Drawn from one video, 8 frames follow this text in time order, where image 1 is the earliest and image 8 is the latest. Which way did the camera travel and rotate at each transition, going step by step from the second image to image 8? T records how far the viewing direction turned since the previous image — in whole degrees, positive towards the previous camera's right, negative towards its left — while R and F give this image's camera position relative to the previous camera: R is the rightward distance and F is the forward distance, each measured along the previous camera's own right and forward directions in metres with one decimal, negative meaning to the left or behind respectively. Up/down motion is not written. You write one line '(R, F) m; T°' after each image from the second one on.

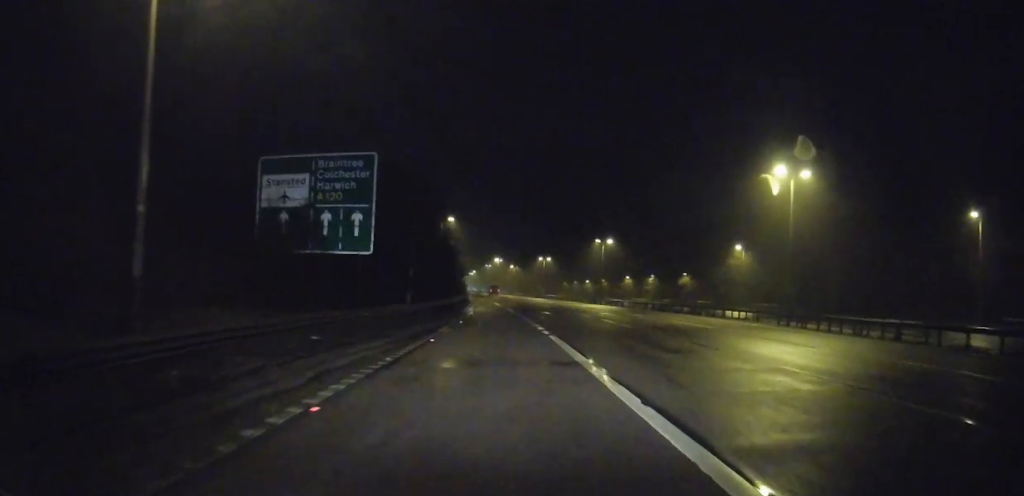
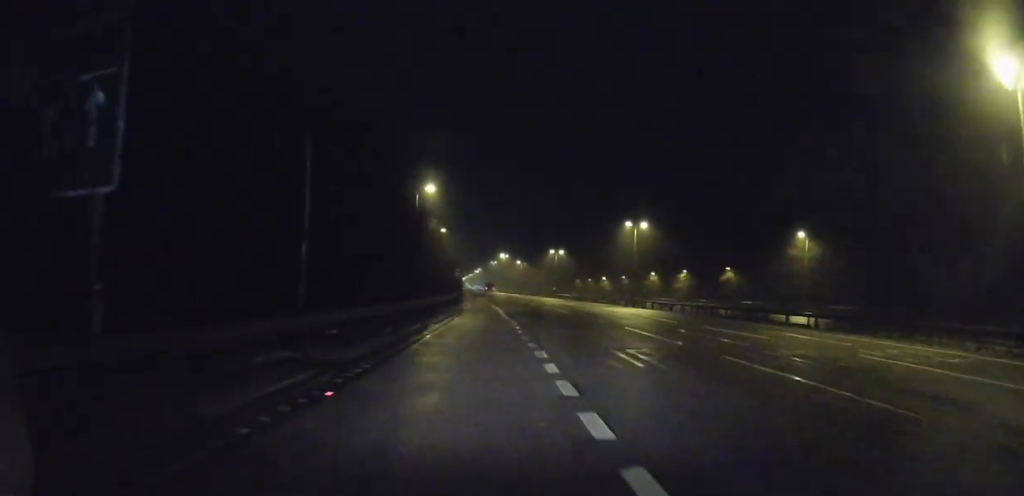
(-0.1, +16.3) m; -1°
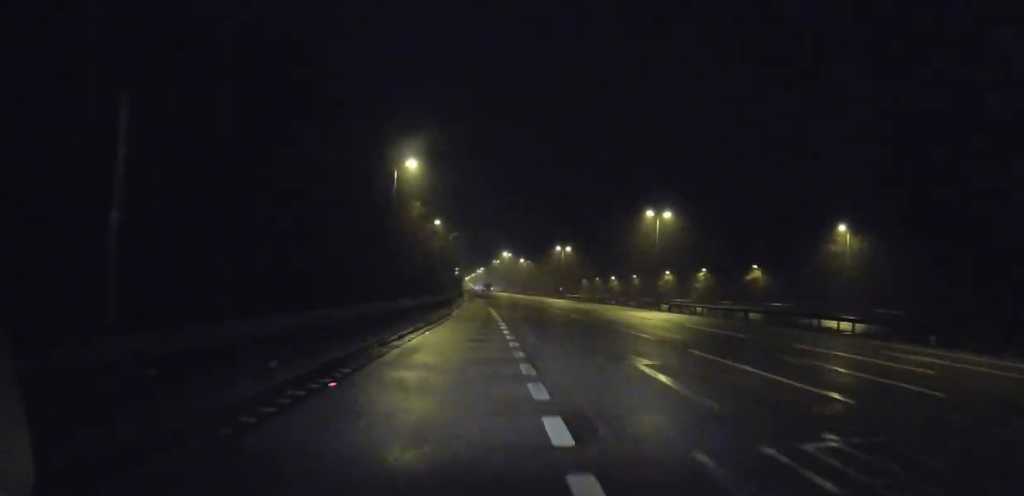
(-0.1, +7.9) m; -1°
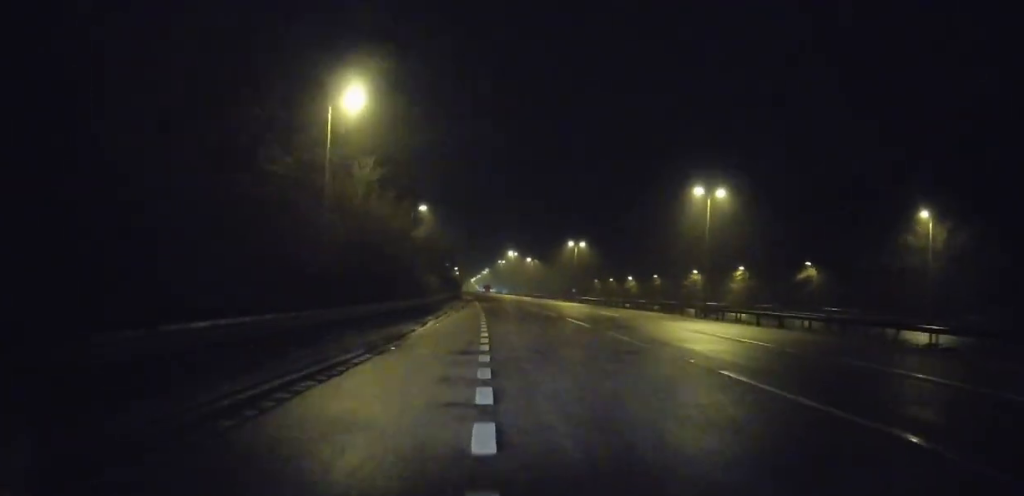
(0.0, +11.9) m; 0°
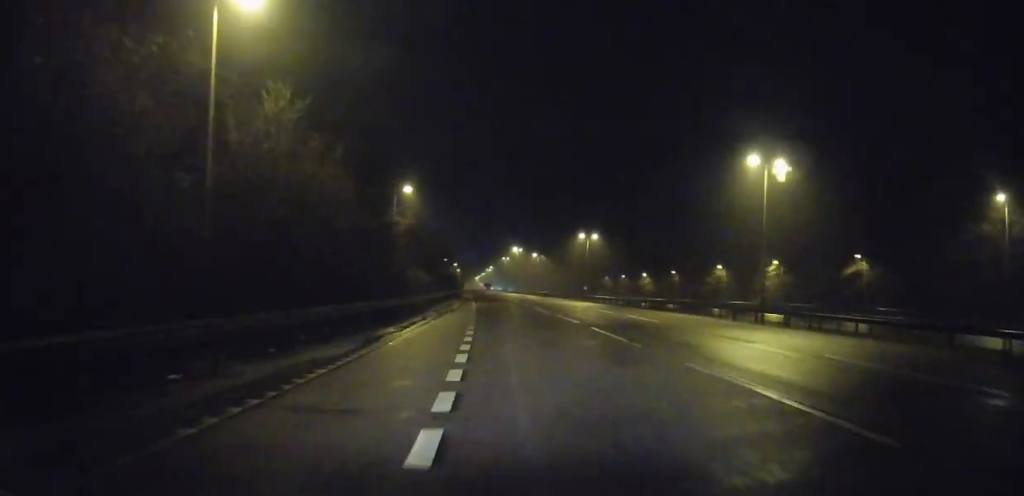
(0.0, +8.3) m; 0°
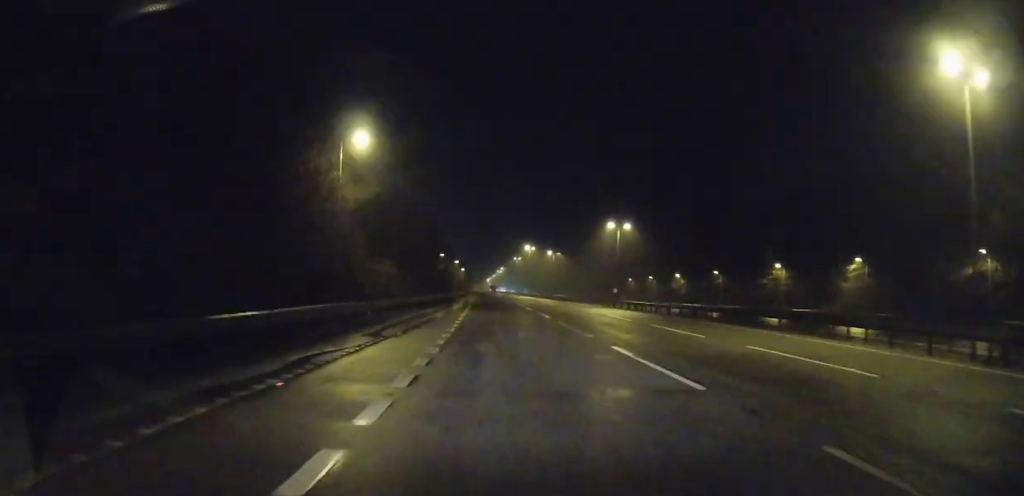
(0.0, +14.6) m; -1°
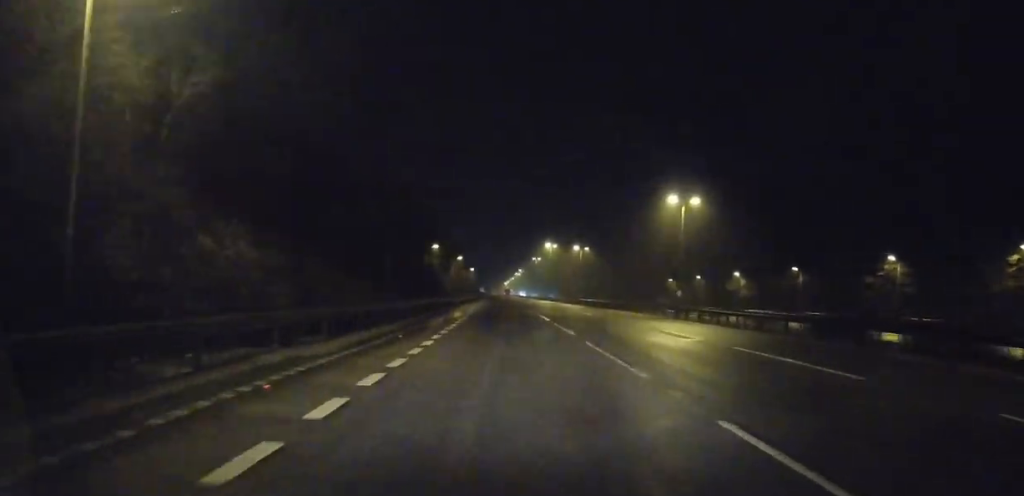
(-0.4, +17.7) m; -2°
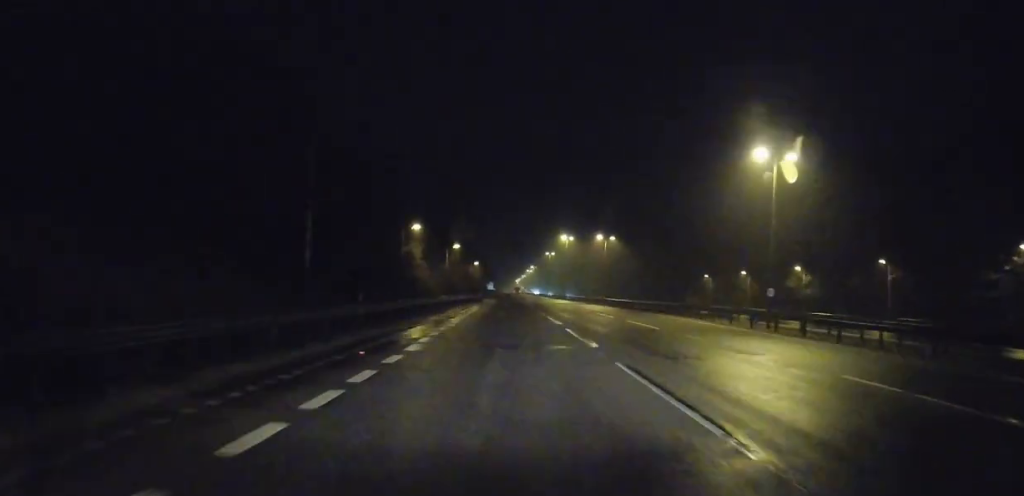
(-0.2, +13.4) m; -2°
